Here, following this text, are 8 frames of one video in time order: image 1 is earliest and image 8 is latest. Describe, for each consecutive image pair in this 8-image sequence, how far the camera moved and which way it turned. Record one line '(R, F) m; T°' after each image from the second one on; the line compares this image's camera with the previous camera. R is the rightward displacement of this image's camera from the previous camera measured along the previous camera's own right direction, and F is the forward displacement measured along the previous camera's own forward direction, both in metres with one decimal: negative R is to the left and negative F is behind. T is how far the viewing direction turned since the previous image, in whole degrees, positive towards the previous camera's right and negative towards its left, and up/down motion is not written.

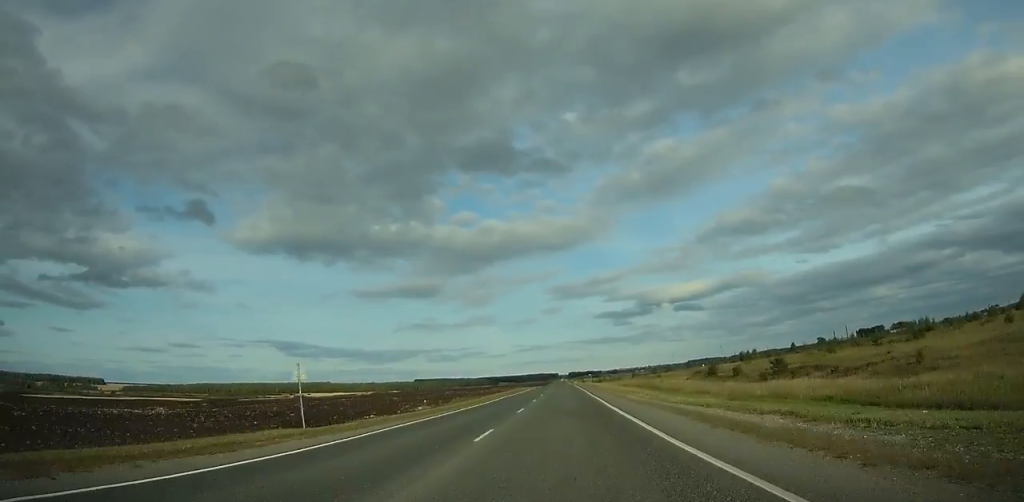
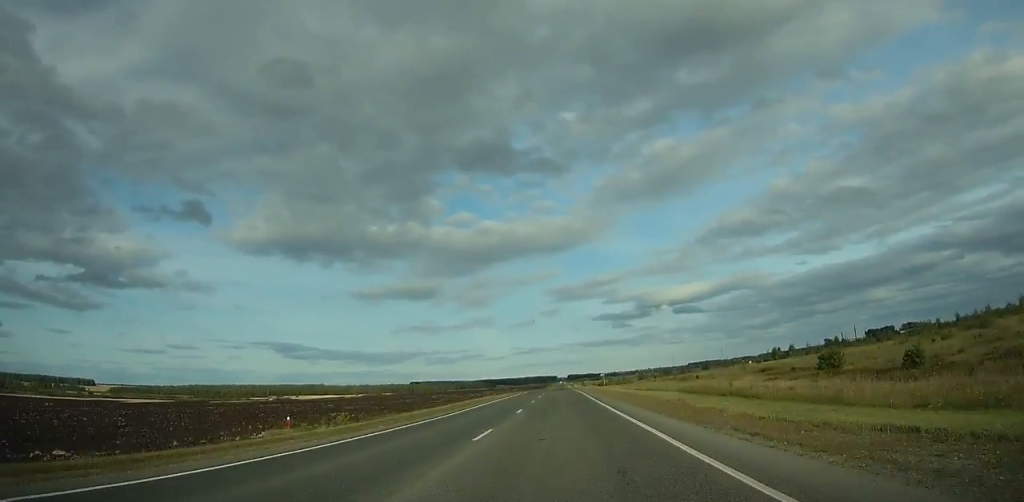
(+0.2, +47.4) m; 0°
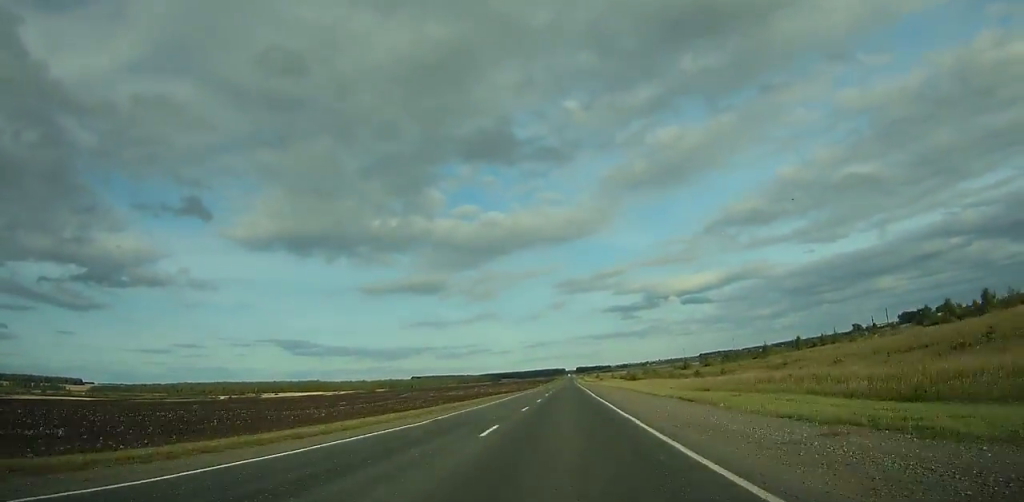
(-0.5, +112.8) m; 0°
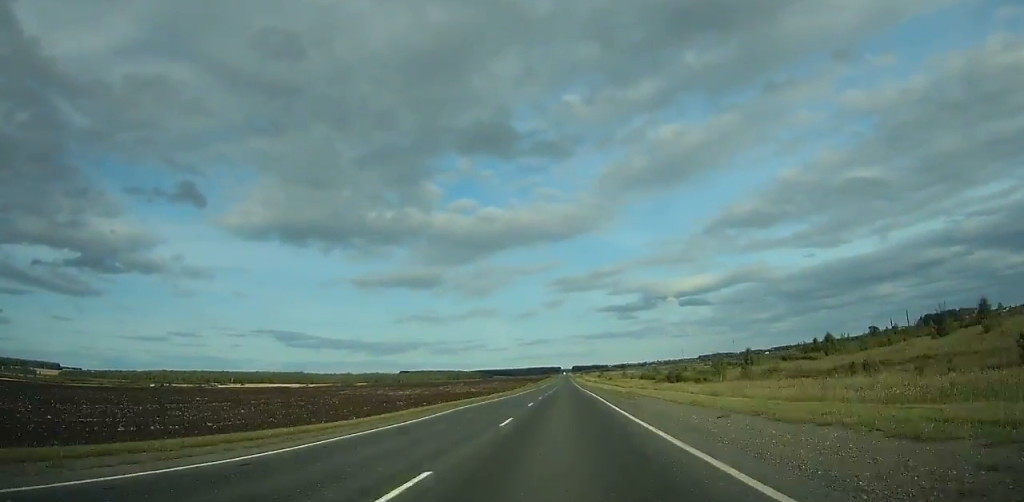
(0.0, +93.9) m; 0°
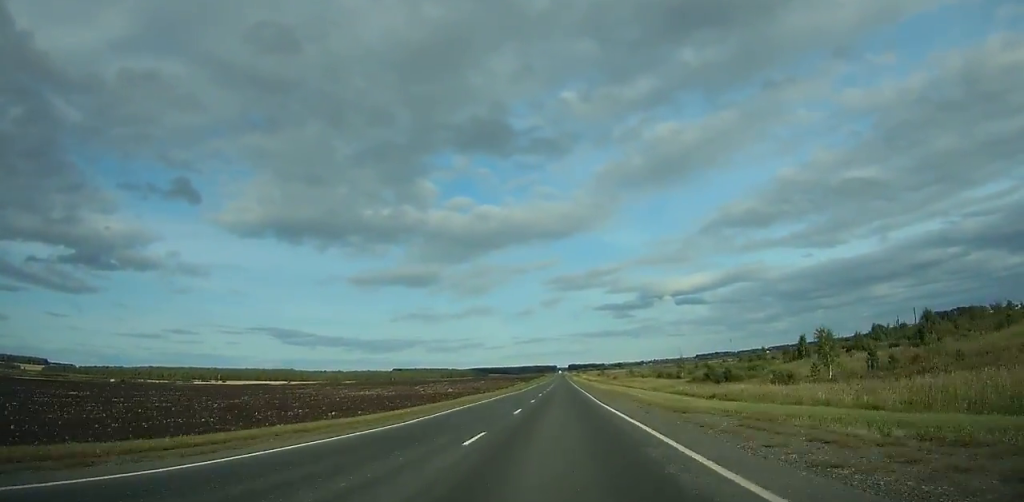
(0.0, +41.4) m; 0°
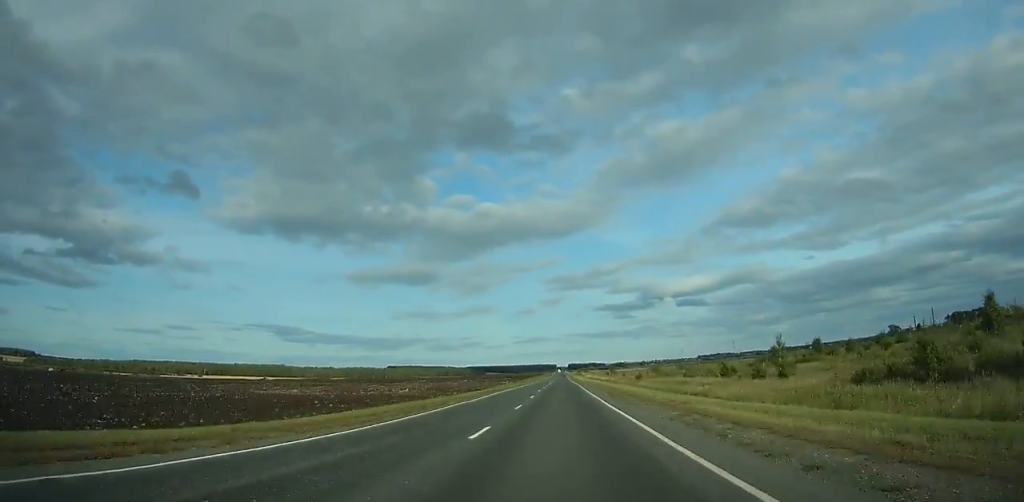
(0.0, +58.5) m; 0°
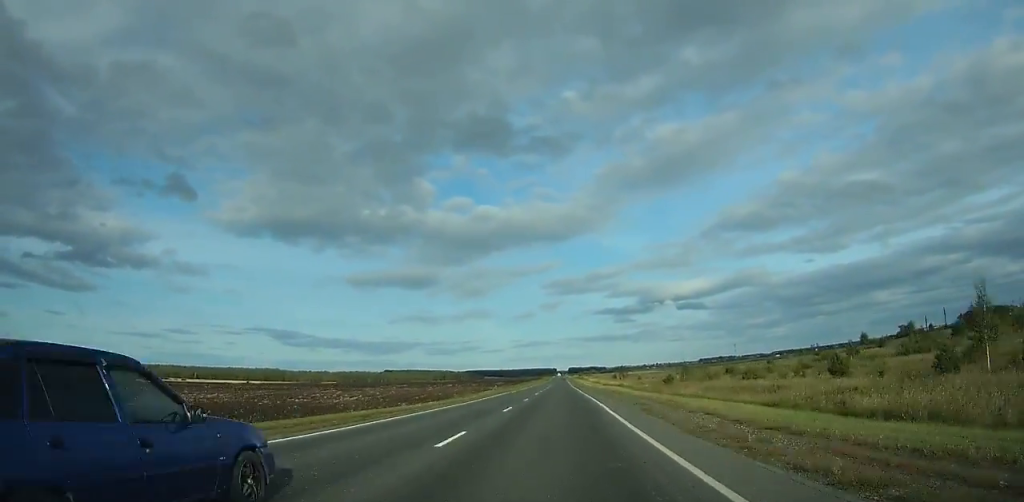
(+0.1, +35.3) m; 0°
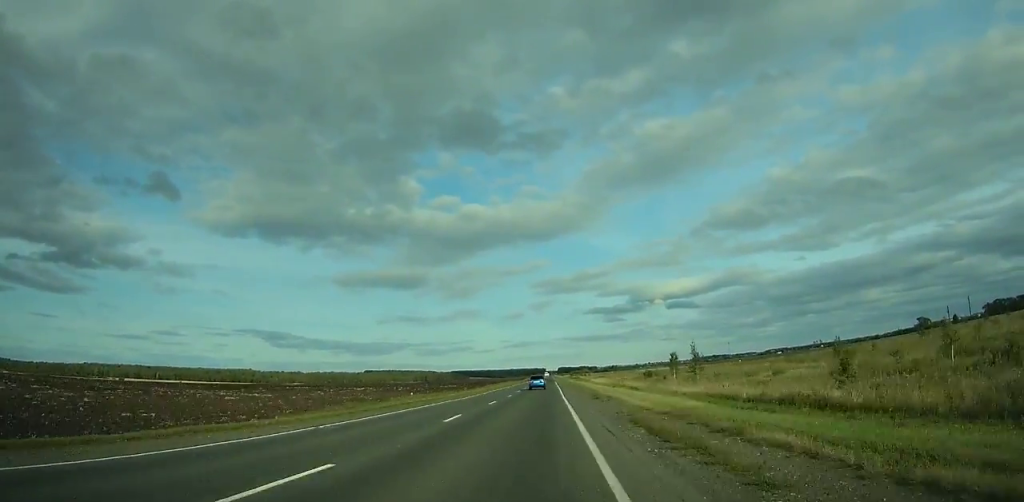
(+0.5, +99.5) m; +1°
